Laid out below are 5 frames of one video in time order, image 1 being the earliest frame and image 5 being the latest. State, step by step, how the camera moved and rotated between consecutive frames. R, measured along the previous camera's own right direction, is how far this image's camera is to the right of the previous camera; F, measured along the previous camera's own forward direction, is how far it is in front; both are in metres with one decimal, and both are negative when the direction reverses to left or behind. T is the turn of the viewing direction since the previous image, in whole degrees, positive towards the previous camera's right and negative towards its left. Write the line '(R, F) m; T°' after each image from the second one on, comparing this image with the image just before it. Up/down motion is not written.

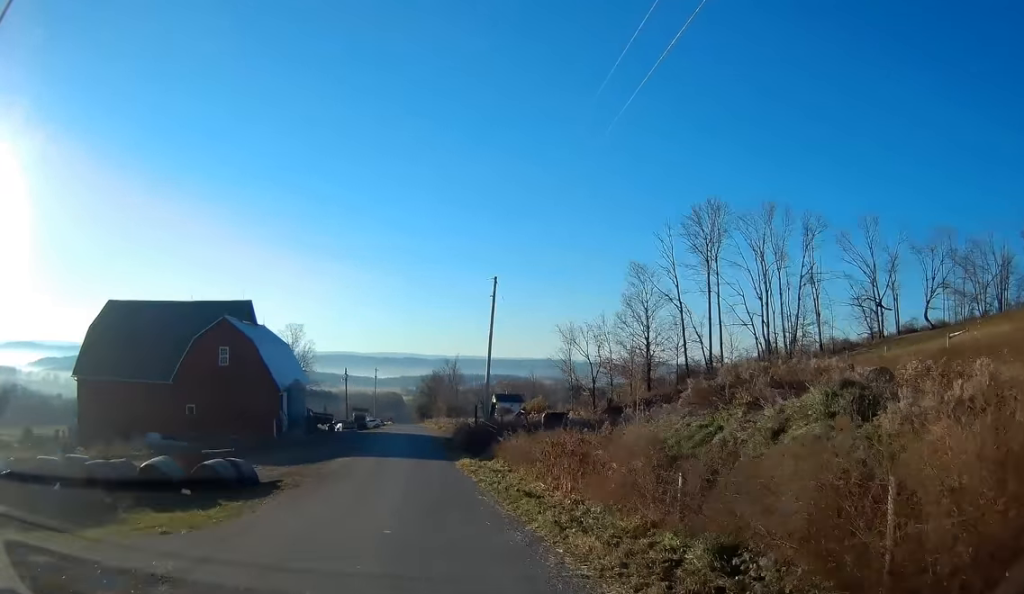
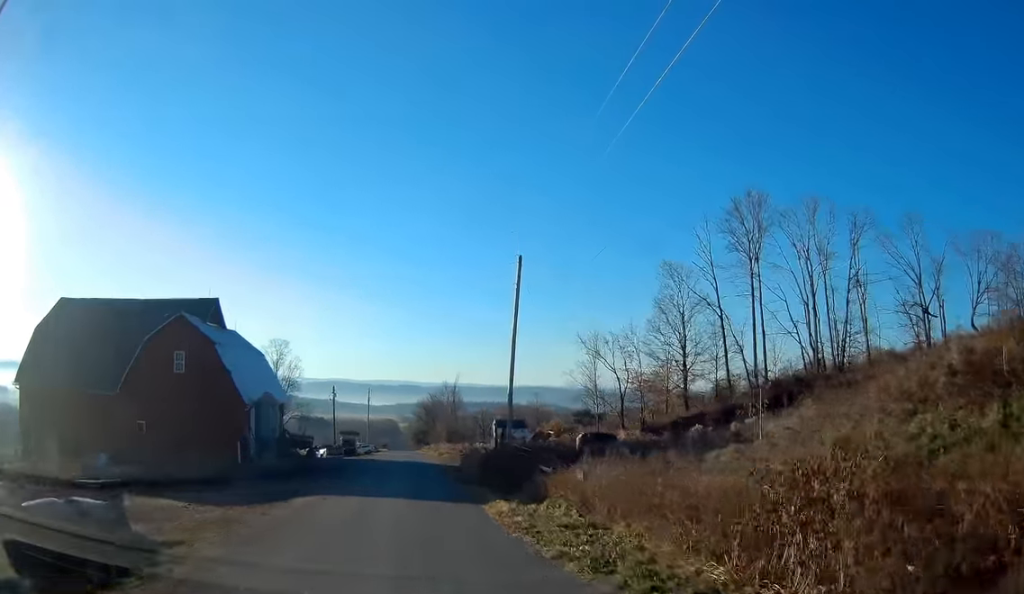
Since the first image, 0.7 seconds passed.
(0.0, +11.6) m; 0°
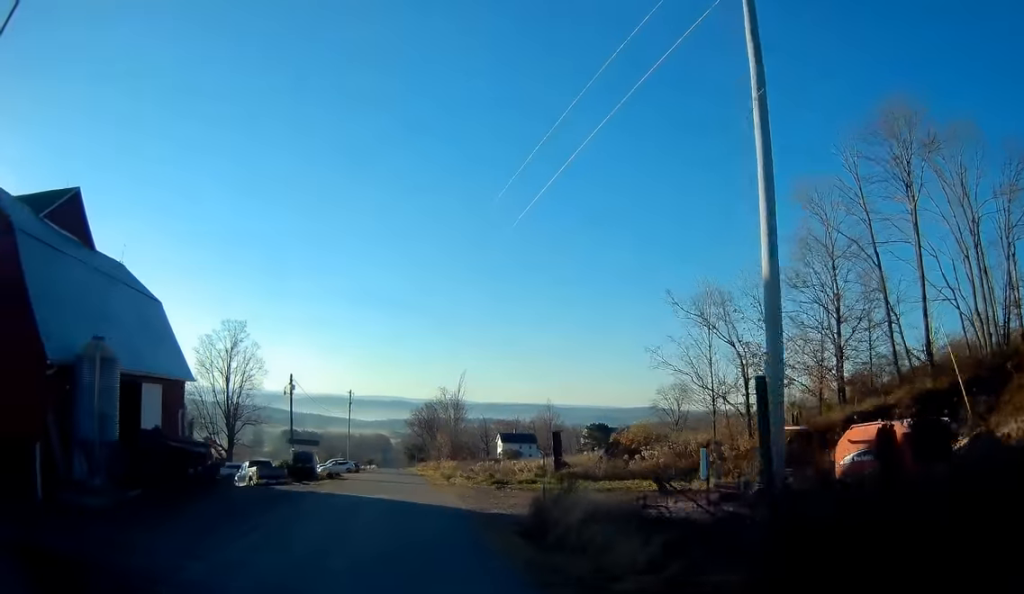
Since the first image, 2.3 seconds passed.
(+0.3, +27.1) m; +2°
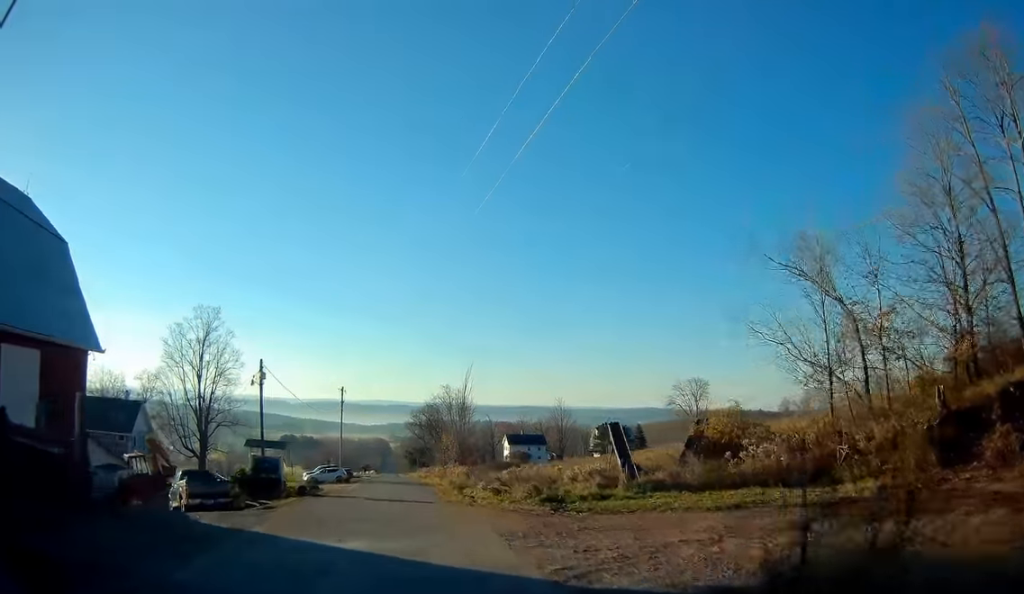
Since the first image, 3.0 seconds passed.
(+0.1, +12.0) m; 0°
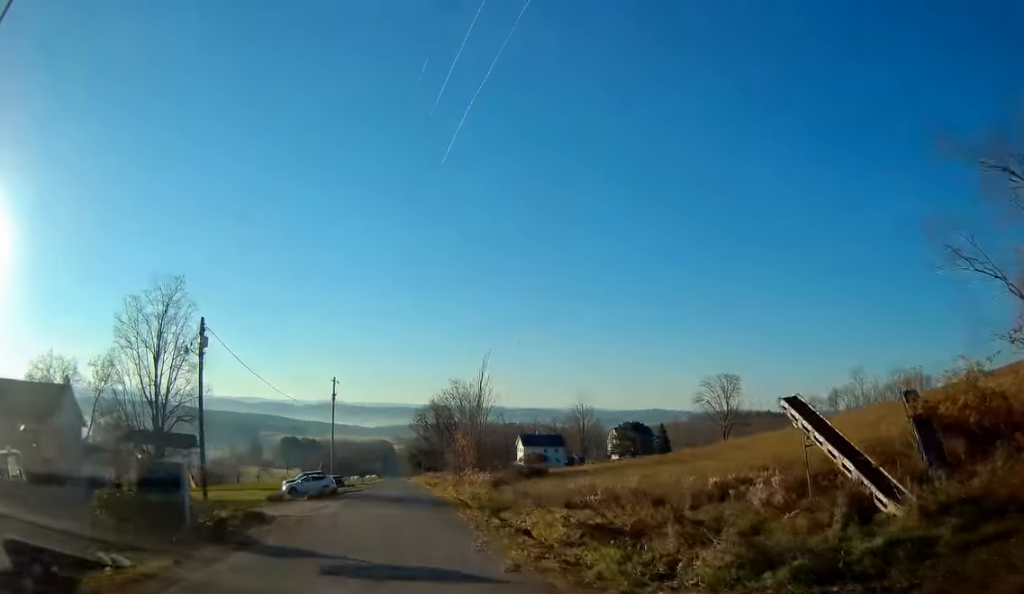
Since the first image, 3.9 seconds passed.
(0.0, +14.6) m; -1°
